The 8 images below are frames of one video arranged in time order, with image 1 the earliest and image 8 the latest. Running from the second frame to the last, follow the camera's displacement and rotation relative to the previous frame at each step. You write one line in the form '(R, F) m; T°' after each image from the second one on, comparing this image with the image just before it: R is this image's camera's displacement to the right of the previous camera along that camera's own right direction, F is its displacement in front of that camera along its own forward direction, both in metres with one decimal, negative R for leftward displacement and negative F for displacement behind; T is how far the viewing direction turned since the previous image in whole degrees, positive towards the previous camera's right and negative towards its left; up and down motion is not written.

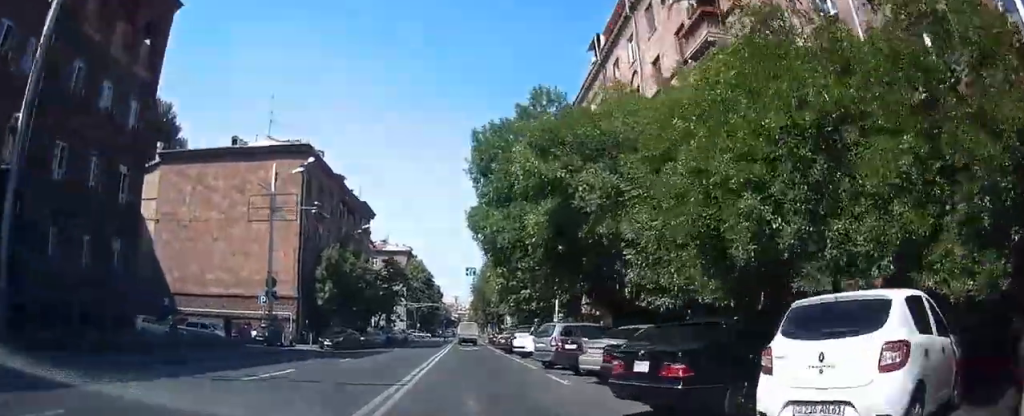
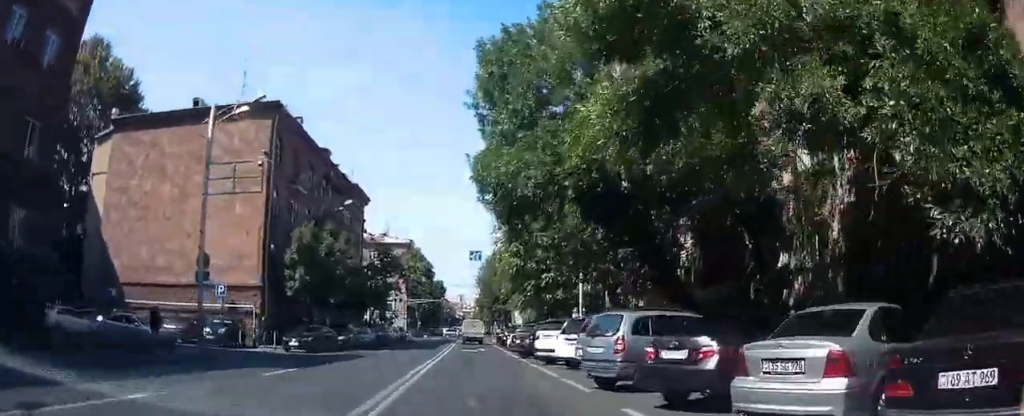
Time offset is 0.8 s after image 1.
(0.0, +8.3) m; 0°
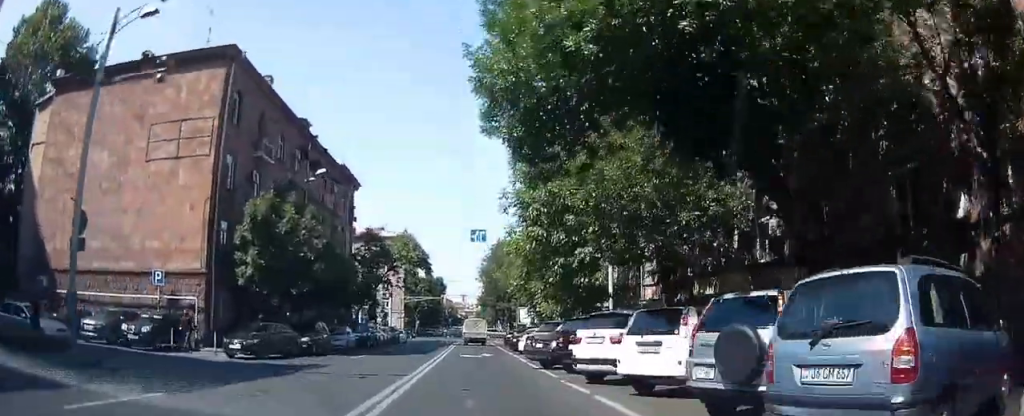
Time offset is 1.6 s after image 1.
(0.0, +8.0) m; 0°
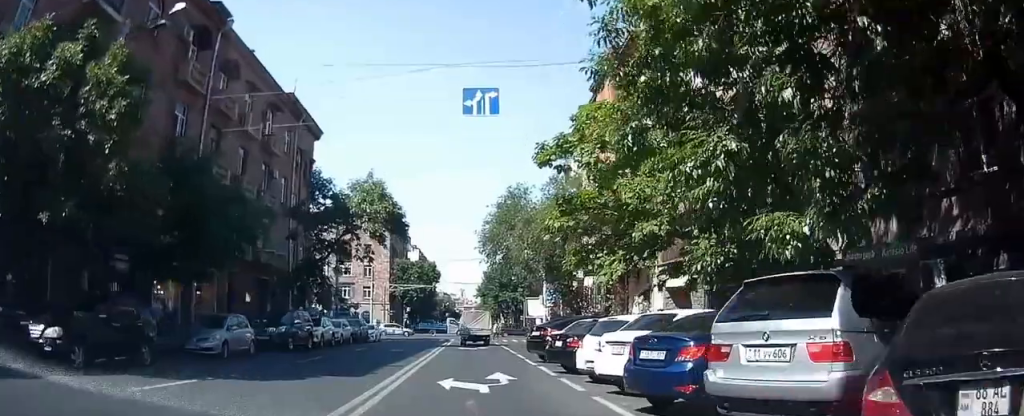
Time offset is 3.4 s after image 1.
(+0.1, +19.1) m; +2°
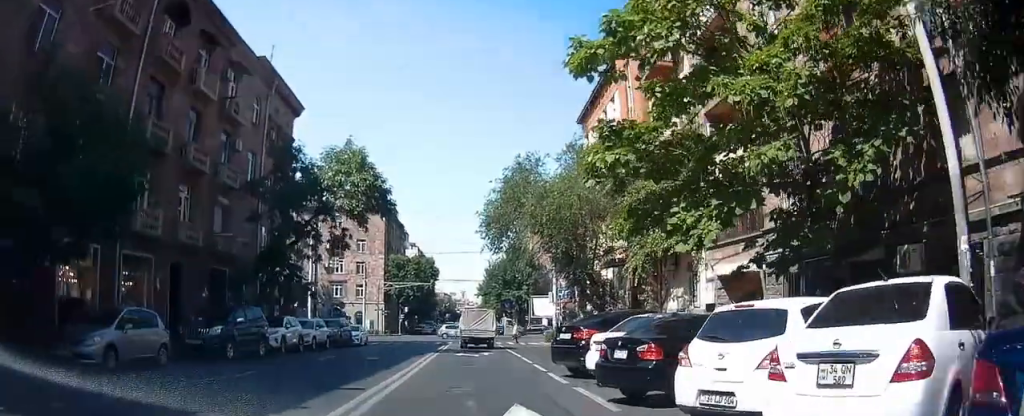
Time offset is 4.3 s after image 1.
(+0.1, +7.4) m; +2°
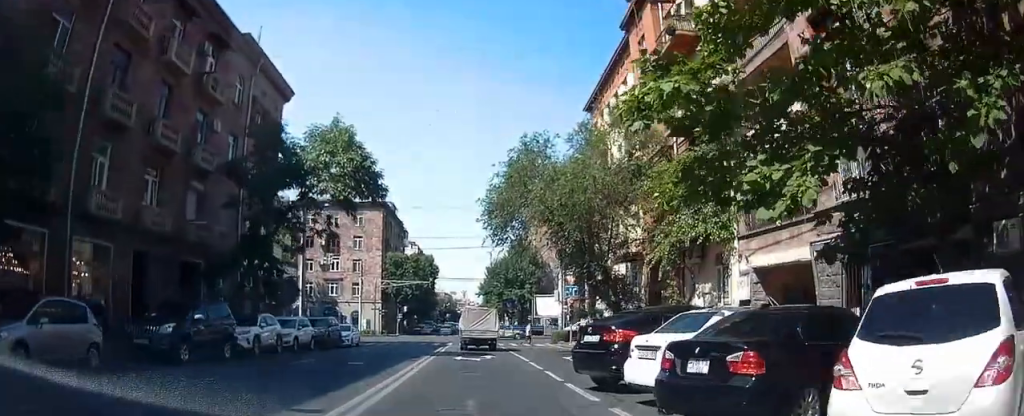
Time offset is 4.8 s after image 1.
(0.0, +3.8) m; 0°
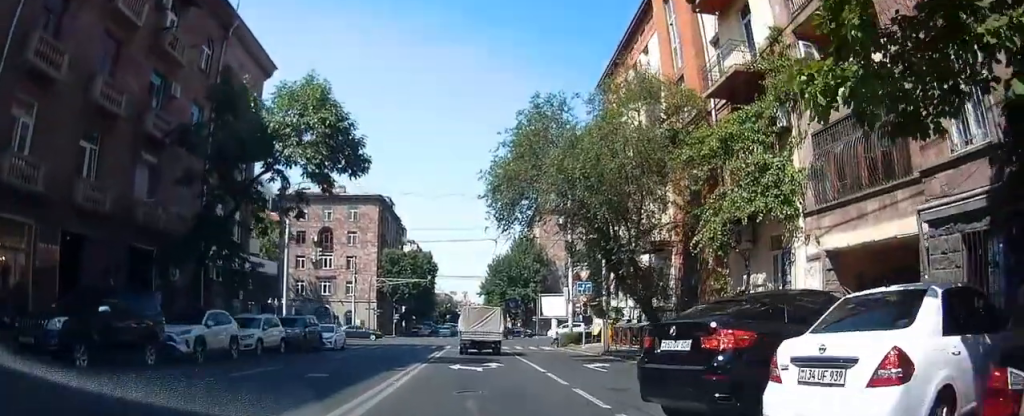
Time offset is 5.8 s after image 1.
(0.0, +6.8) m; 0°
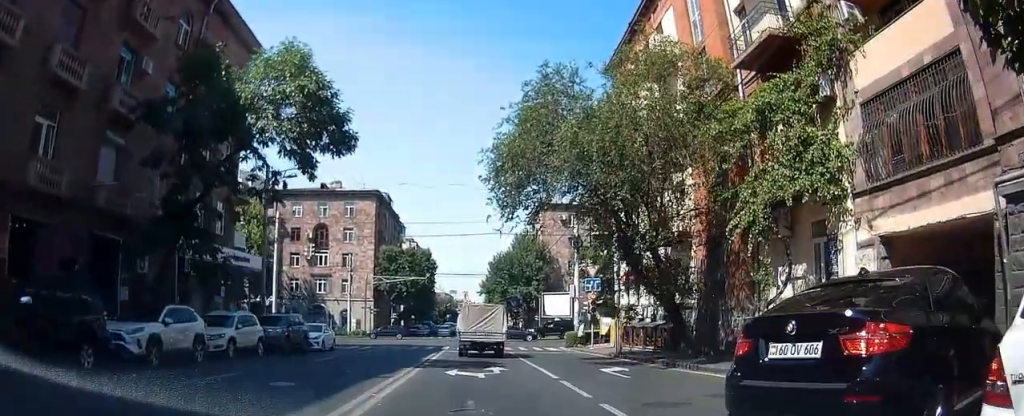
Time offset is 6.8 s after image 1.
(0.0, +5.6) m; +5°
